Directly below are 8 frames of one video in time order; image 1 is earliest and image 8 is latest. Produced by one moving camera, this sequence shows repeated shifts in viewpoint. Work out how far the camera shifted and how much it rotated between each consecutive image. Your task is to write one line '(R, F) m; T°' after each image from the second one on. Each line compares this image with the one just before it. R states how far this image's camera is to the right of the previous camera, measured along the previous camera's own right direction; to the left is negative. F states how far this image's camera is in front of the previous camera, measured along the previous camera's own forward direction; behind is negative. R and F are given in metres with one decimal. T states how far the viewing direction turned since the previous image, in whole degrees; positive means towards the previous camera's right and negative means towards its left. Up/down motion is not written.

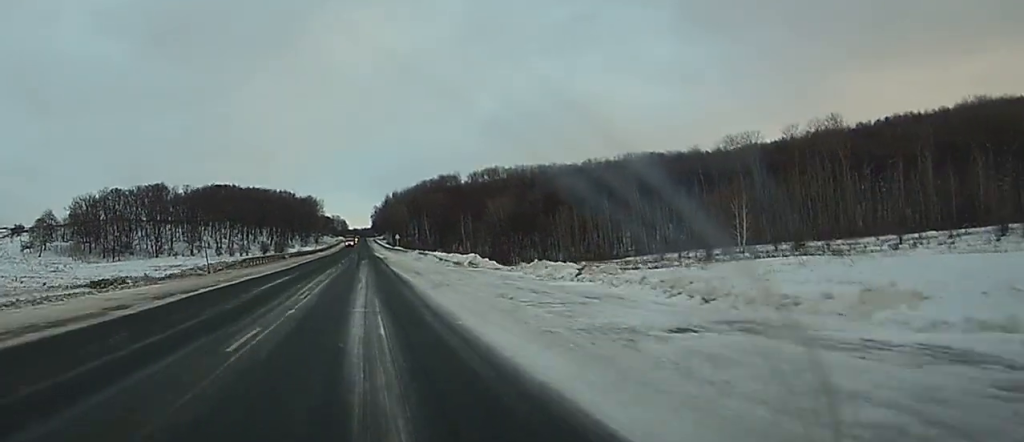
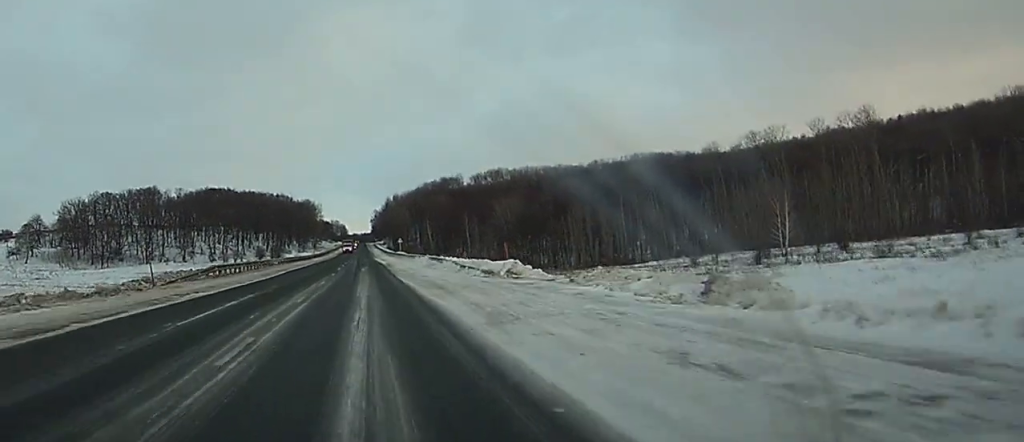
(0.0, +12.9) m; 0°
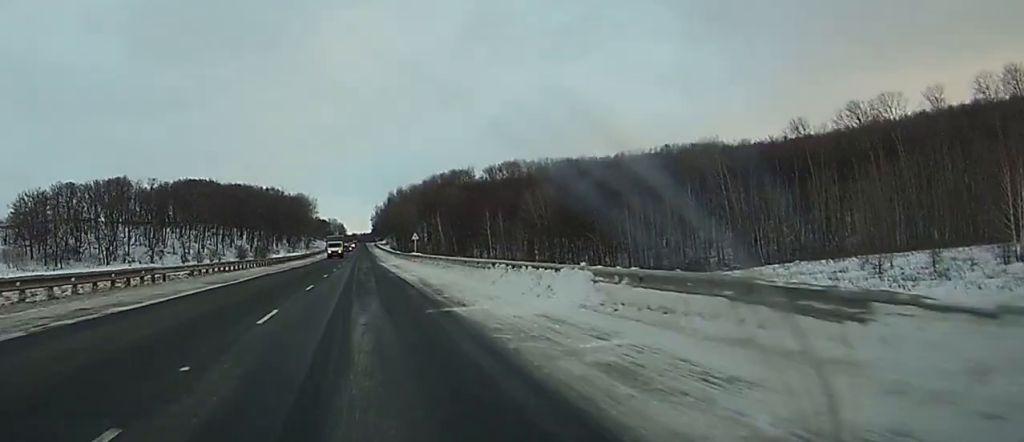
(-0.2, +43.4) m; 0°
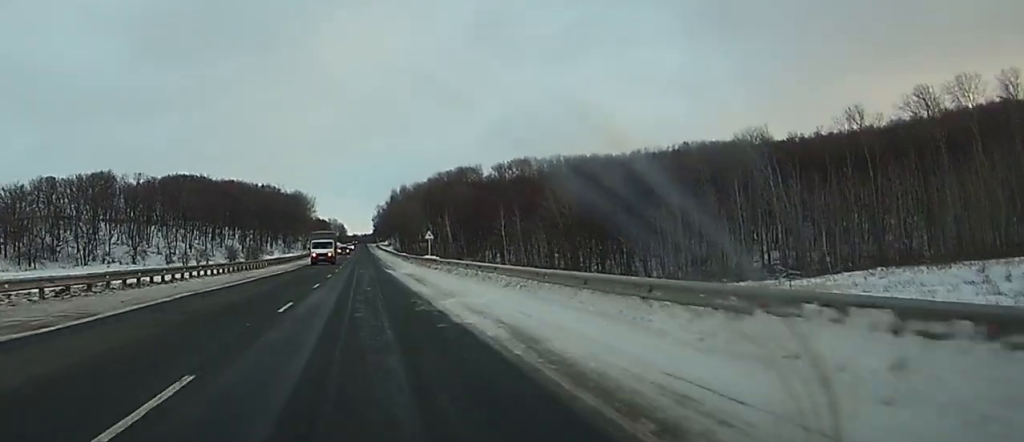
(0.0, +20.3) m; 0°
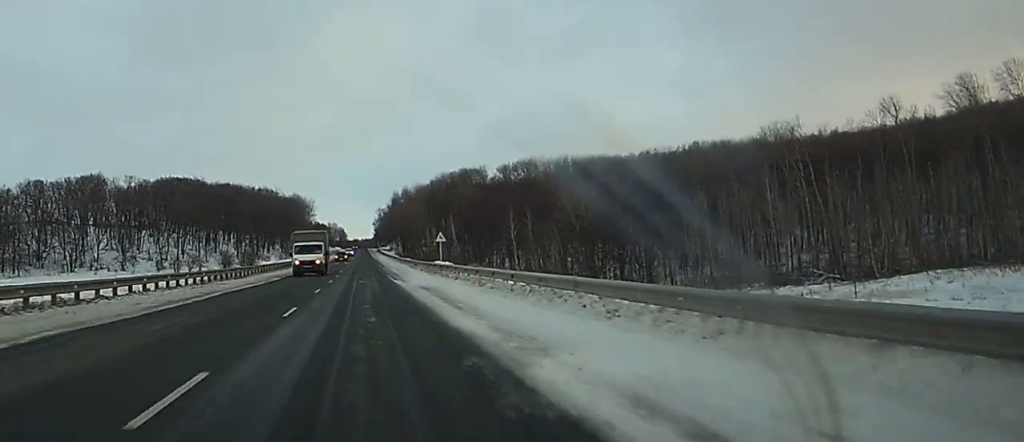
(0.0, +11.1) m; 0°
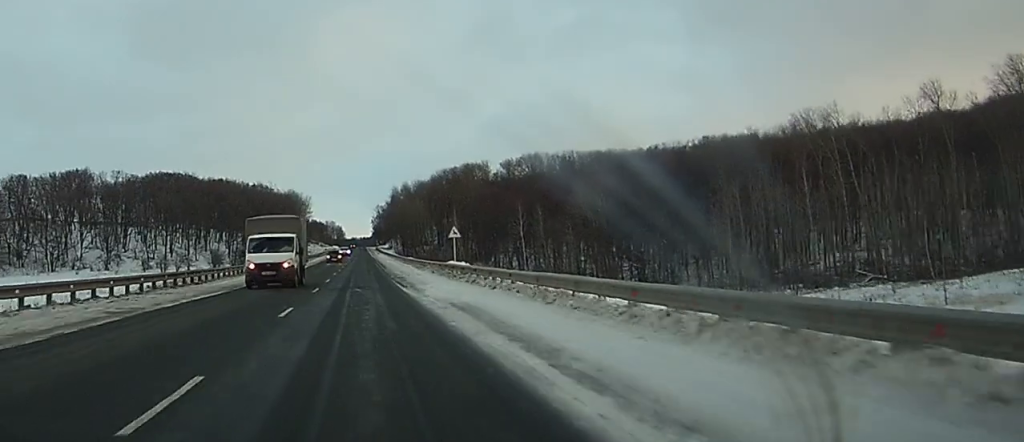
(0.0, +12.0) m; 0°
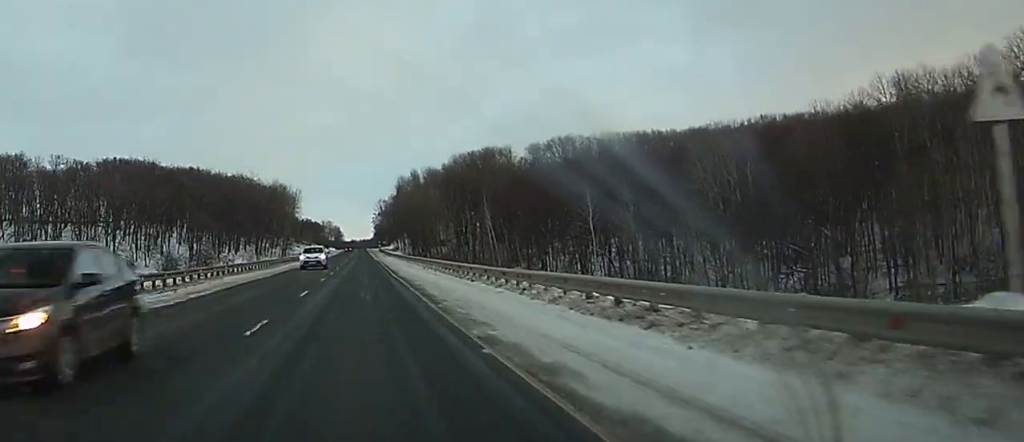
(+0.1, +51.0) m; 0°
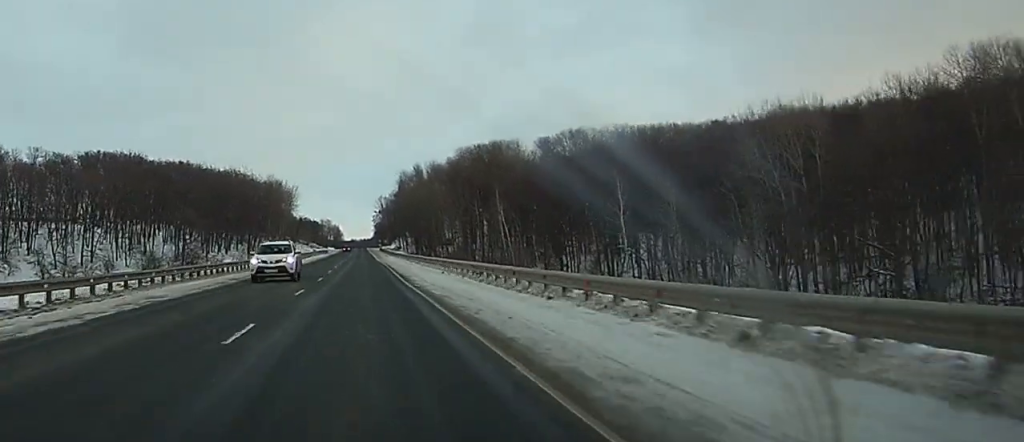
(0.0, +13.9) m; 0°
